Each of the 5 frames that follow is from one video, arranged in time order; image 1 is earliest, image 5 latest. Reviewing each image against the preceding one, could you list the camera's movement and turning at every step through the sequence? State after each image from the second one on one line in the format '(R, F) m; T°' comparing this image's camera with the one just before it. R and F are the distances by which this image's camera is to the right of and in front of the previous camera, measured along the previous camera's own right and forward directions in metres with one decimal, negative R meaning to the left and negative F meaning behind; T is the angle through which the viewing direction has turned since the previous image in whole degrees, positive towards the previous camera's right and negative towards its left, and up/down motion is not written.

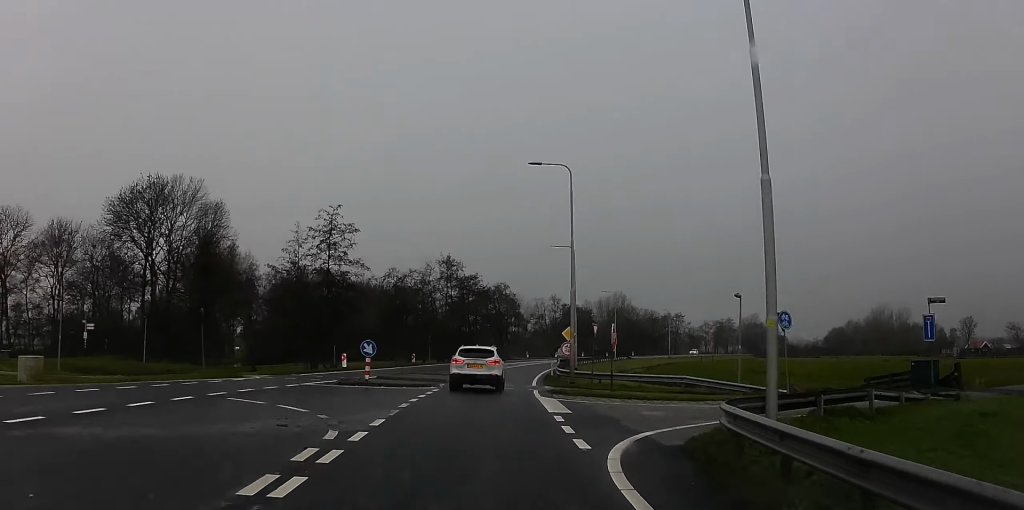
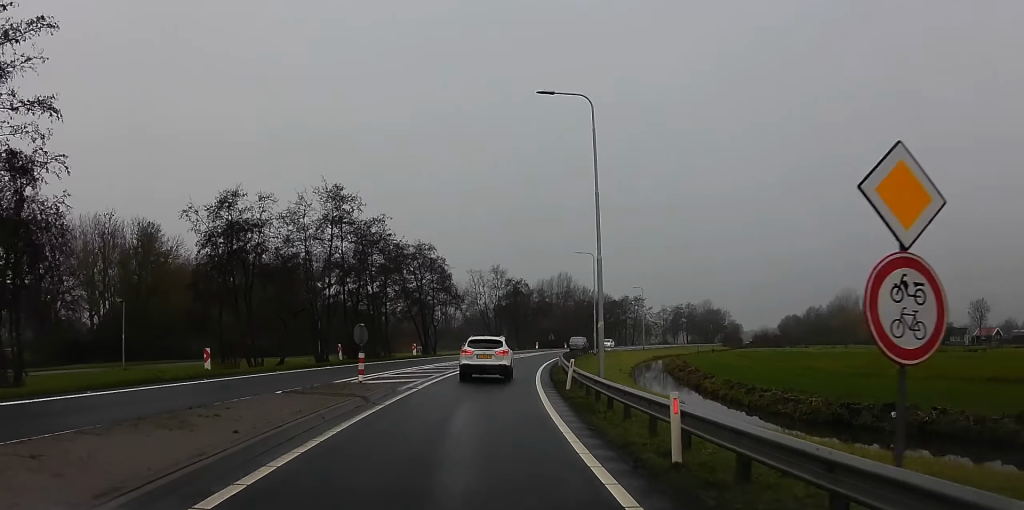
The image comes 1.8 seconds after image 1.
(+5.2, +35.2) m; +13°
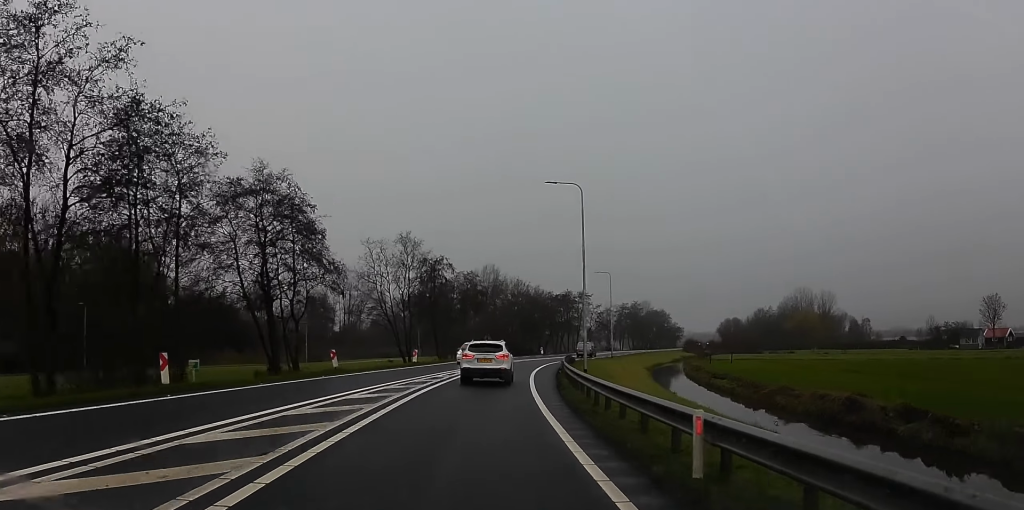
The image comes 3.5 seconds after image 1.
(-0.4, +34.8) m; 0°
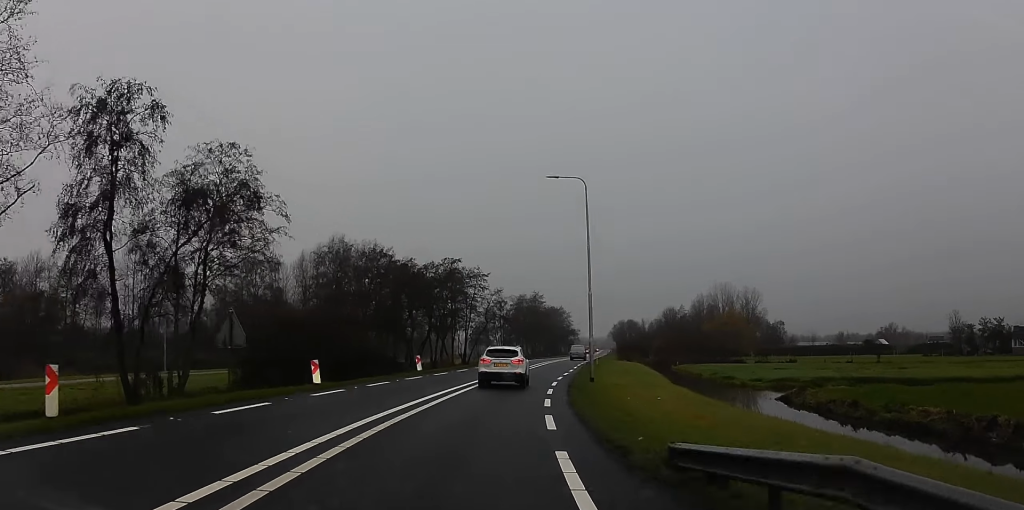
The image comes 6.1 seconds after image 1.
(+7.5, +51.3) m; +15°
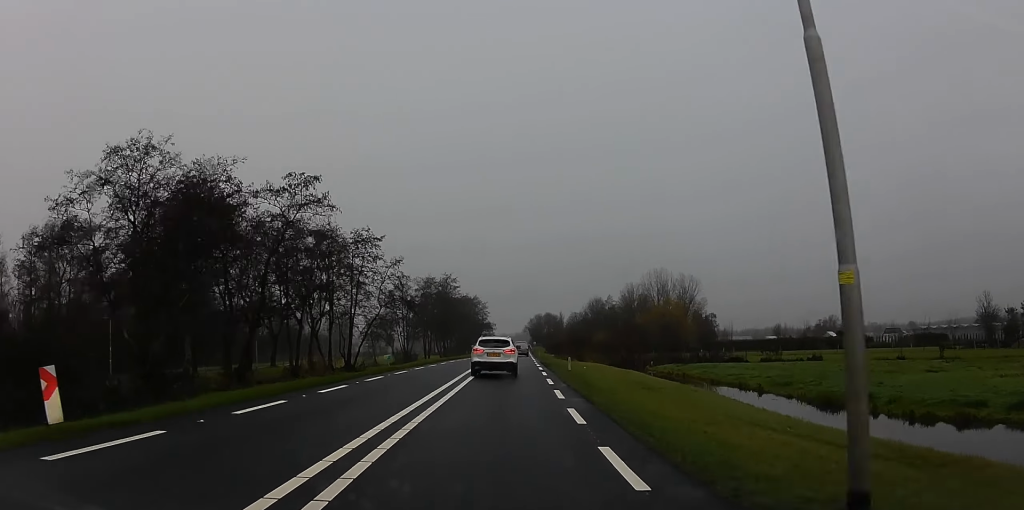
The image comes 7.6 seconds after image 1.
(+0.2, +29.9) m; +3°
